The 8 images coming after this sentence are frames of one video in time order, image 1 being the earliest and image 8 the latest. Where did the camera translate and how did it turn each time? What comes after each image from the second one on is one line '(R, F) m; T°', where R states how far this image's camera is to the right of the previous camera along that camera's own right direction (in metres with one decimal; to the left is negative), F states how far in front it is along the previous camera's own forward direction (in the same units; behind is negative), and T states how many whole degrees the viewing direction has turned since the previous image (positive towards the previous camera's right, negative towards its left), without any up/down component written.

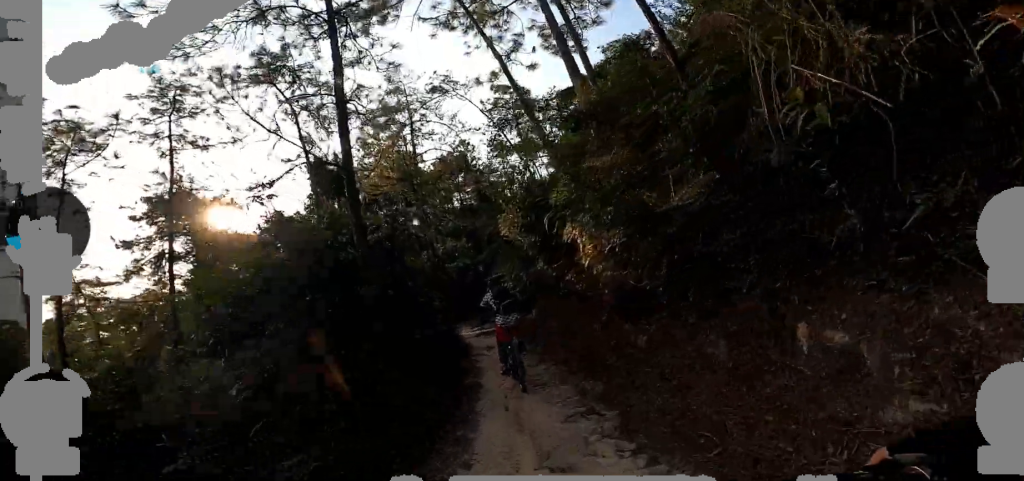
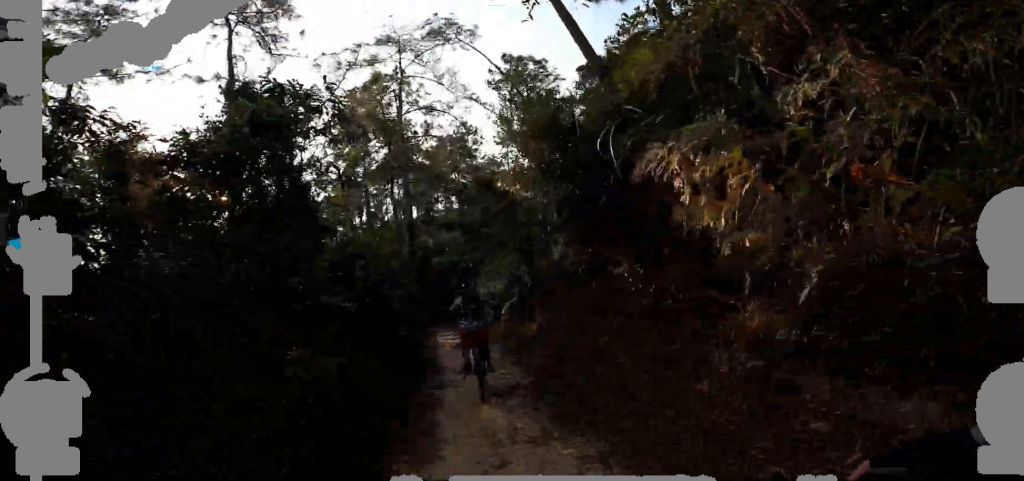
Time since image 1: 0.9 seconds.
(0.0, +3.2) m; +2°
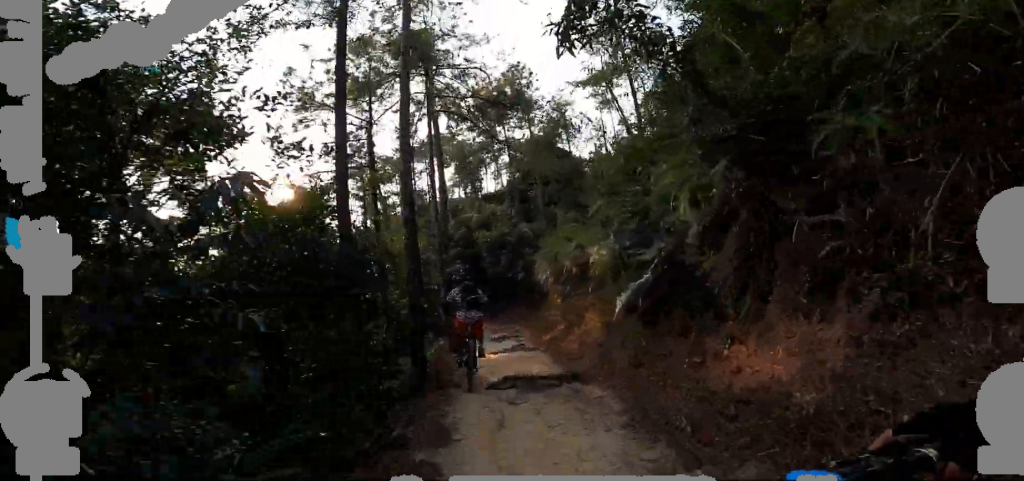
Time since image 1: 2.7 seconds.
(+0.3, +6.9) m; +2°
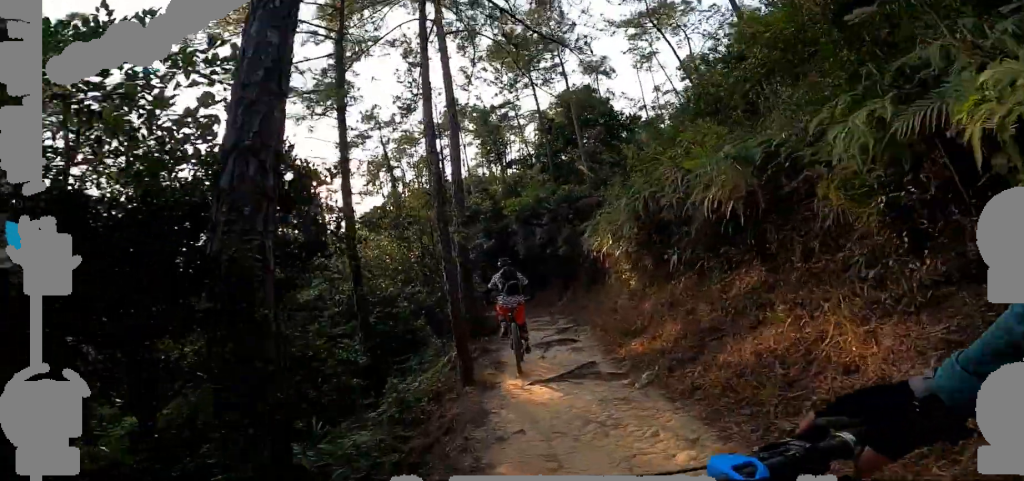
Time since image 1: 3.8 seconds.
(-0.1, +4.5) m; -3°
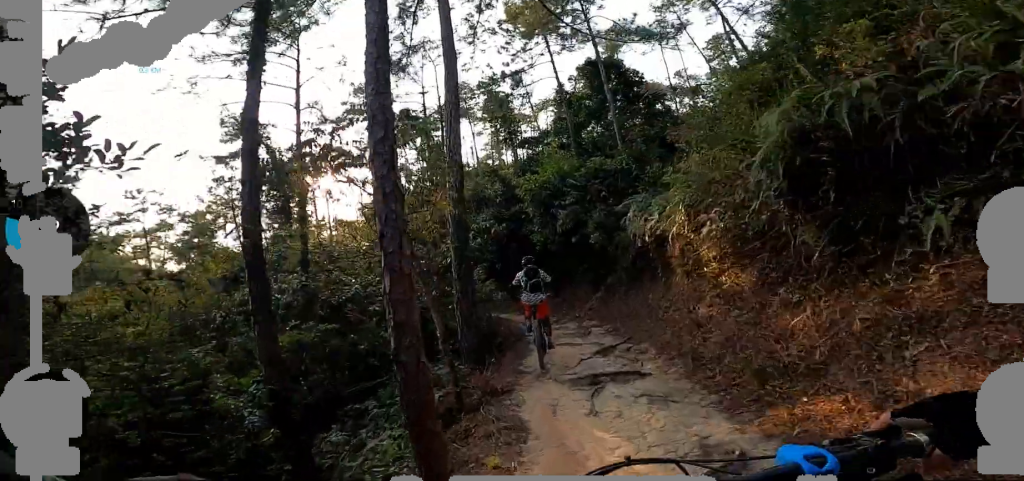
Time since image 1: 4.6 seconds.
(-0.2, +3.2) m; +1°
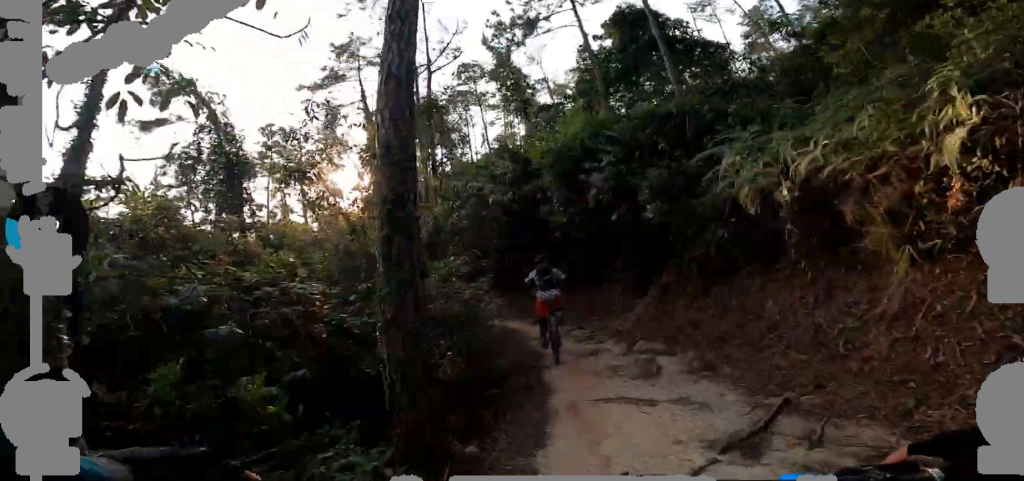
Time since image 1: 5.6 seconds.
(+0.2, +3.9) m; -1°
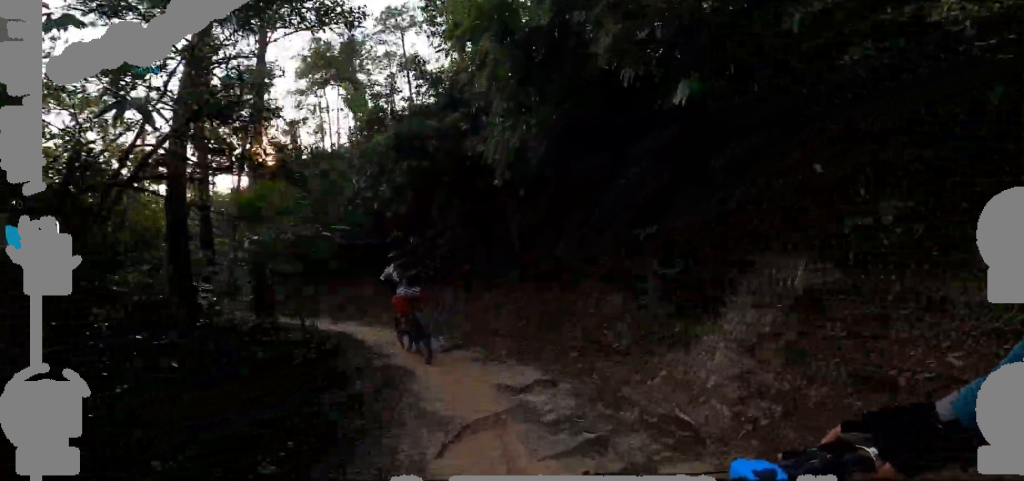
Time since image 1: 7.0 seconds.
(-0.4, +5.2) m; -8°
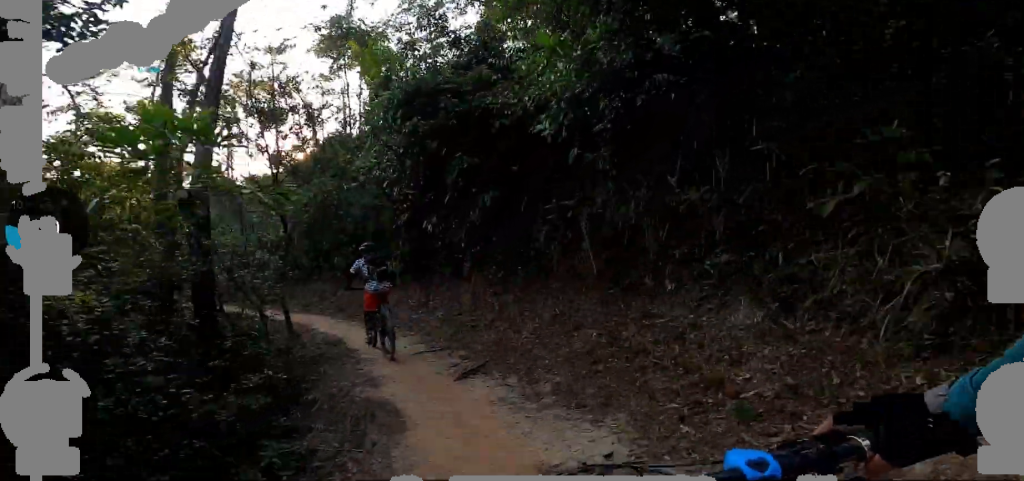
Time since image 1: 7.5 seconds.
(0.0, +1.8) m; -4°
